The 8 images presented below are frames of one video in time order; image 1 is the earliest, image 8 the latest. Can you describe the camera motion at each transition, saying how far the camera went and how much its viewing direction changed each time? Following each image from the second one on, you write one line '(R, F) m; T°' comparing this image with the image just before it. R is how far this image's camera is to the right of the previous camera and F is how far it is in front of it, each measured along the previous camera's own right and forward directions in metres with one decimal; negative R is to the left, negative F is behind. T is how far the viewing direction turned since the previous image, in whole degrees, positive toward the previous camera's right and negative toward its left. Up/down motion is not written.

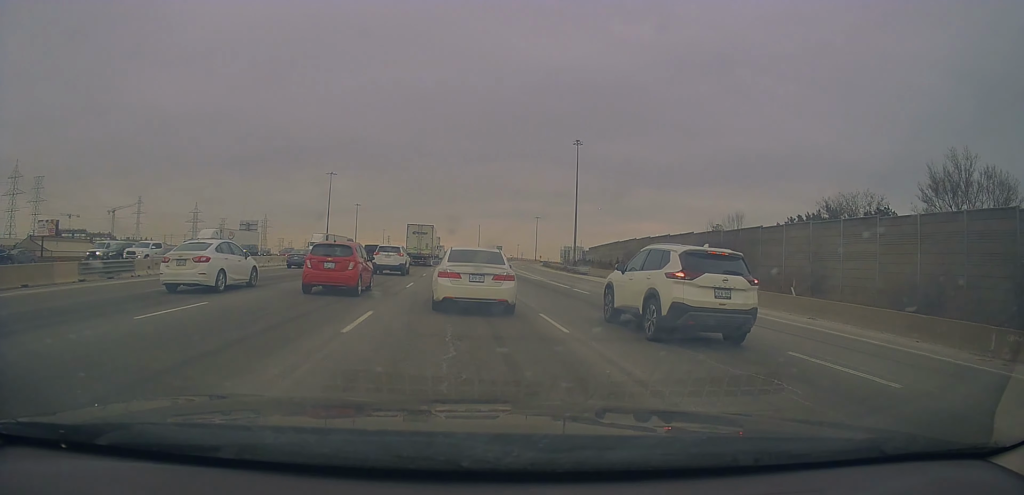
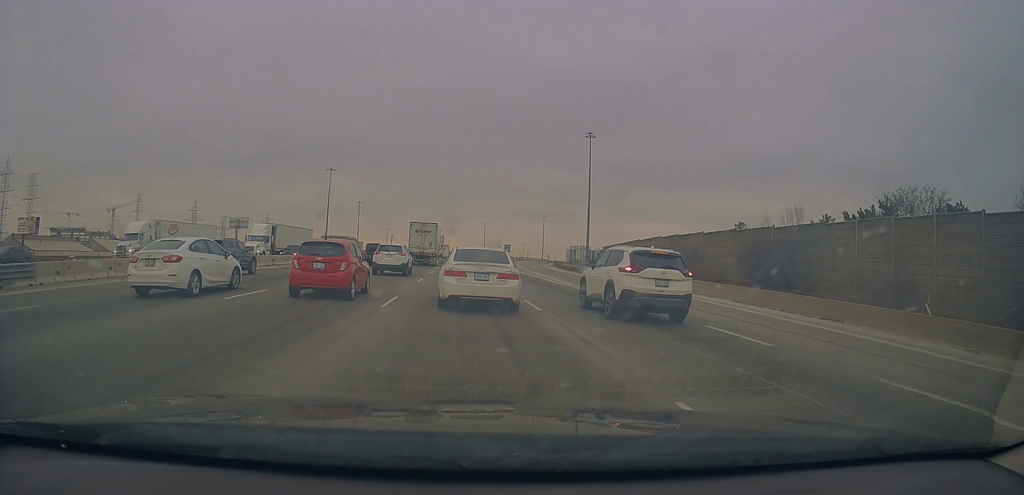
(+0.1, +8.0) m; -1°
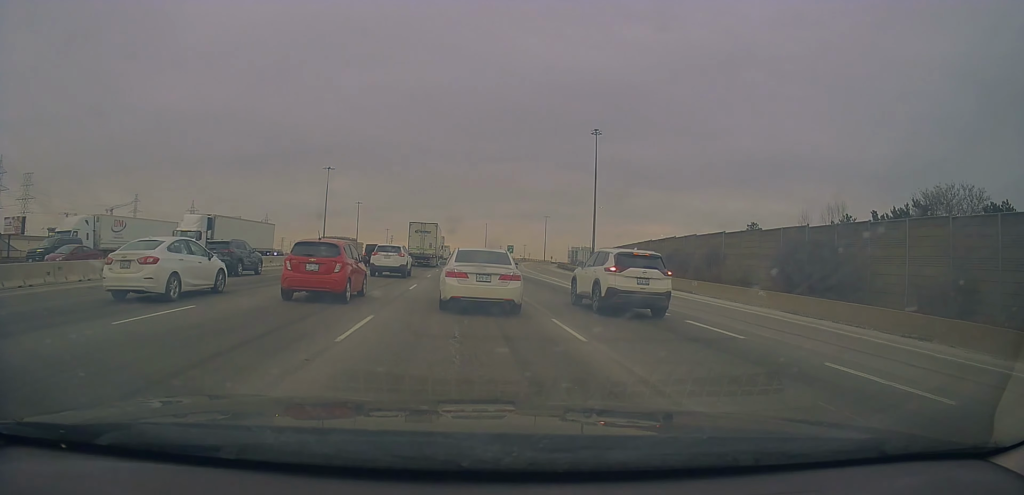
(+0.1, +4.7) m; -1°
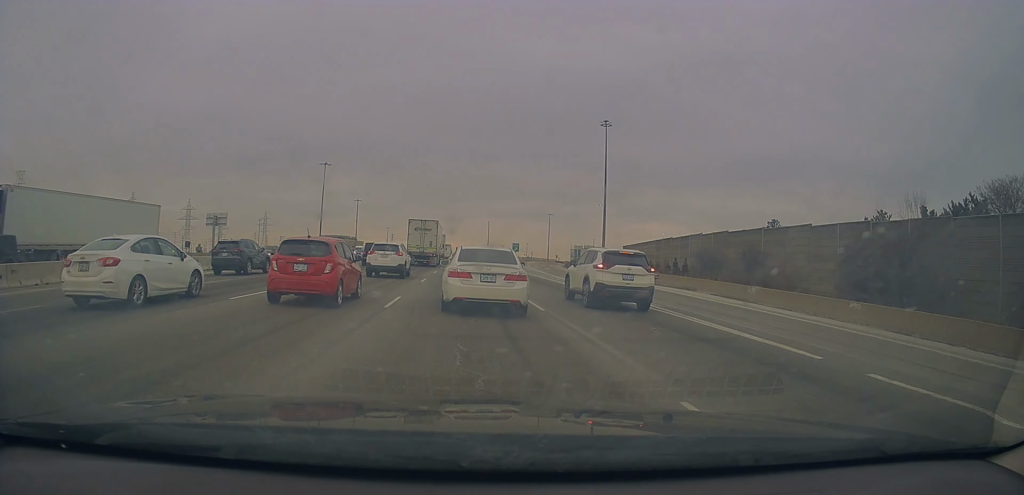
(-0.5, +7.3) m; 0°
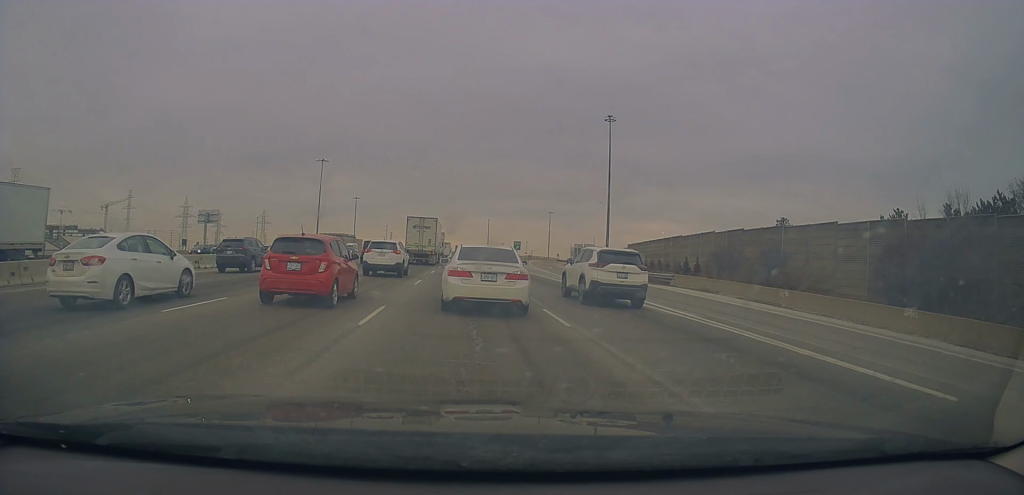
(+0.2, +3.2) m; 0°
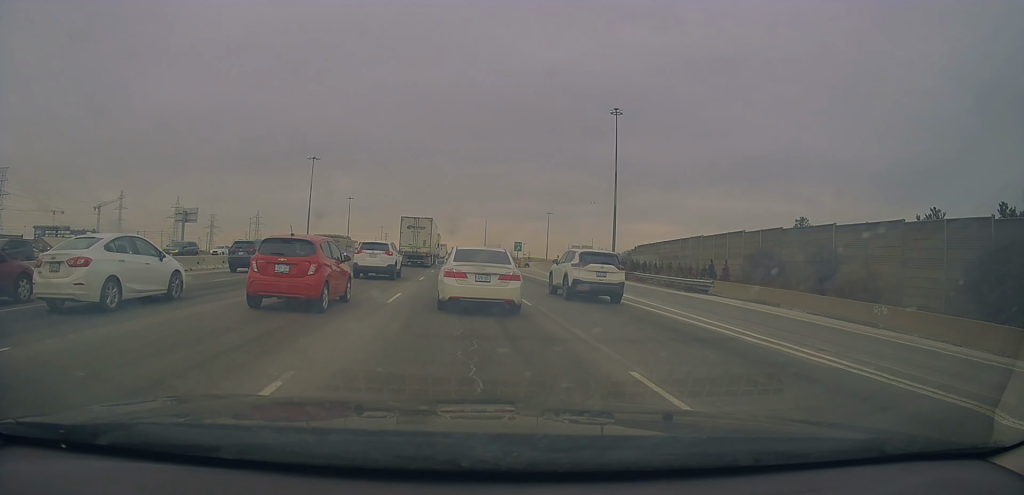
(0.0, +8.1) m; +1°
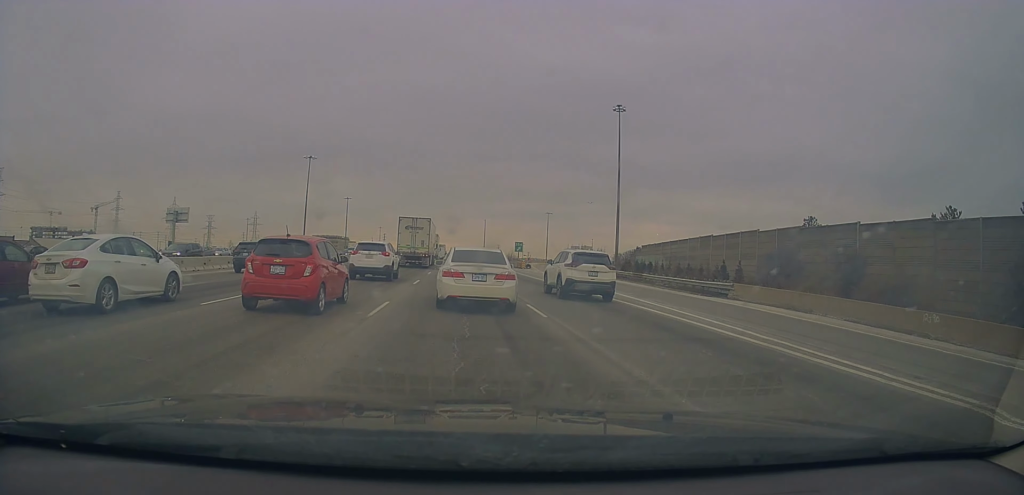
(-0.3, +3.2) m; +1°
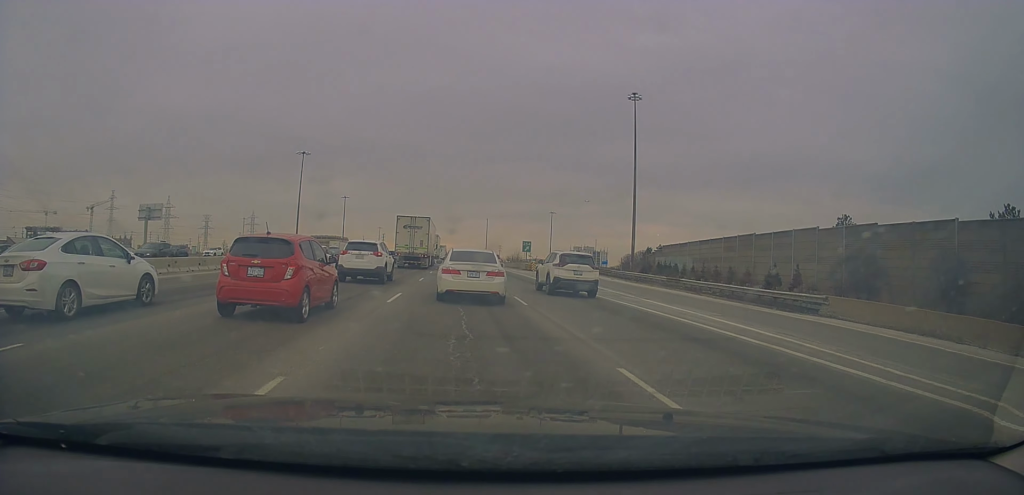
(+0.6, +8.9) m; 0°
